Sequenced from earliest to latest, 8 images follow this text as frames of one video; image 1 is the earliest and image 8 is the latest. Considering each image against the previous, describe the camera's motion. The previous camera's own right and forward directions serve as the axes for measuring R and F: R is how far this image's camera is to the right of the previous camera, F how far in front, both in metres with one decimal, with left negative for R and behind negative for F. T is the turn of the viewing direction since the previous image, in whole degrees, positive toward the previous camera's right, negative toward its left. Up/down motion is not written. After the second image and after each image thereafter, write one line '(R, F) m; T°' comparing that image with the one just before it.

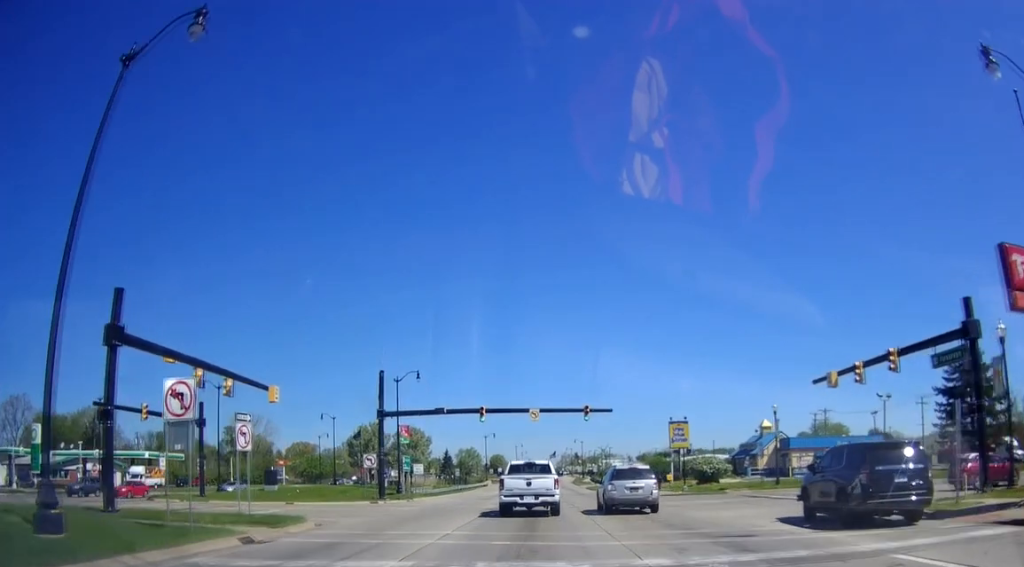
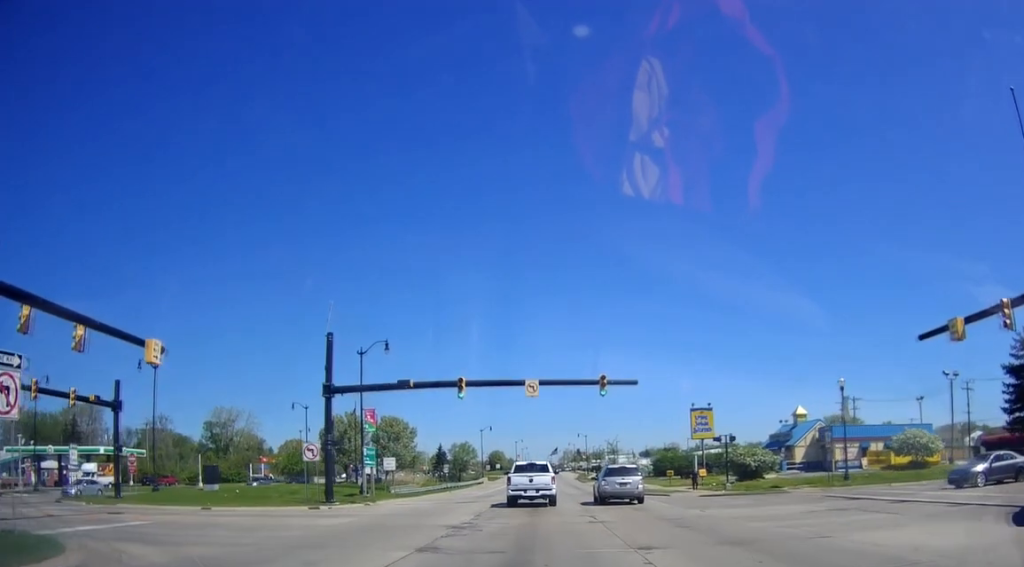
(+0.2, +12.5) m; +2°
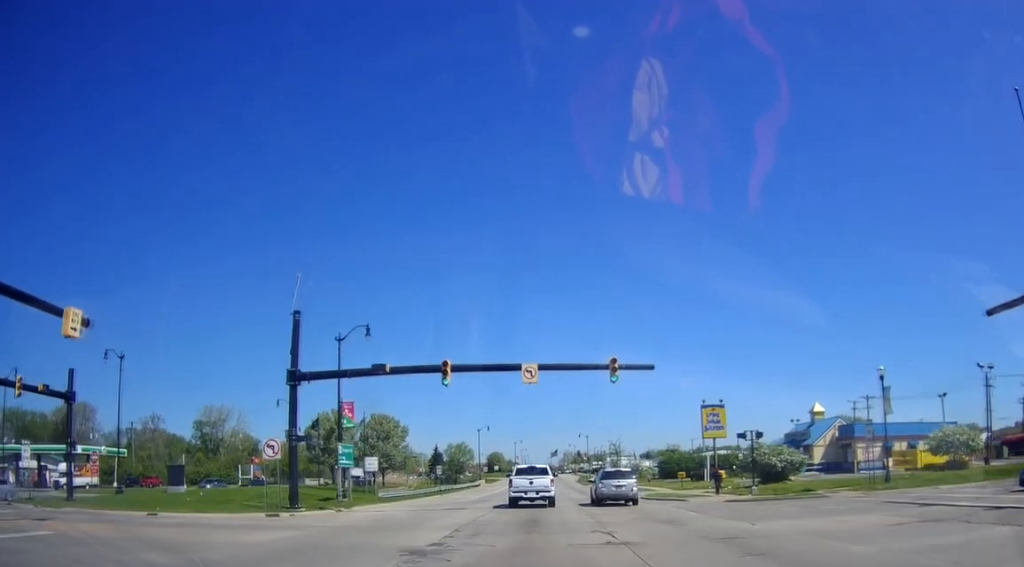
(+0.2, +5.1) m; +1°
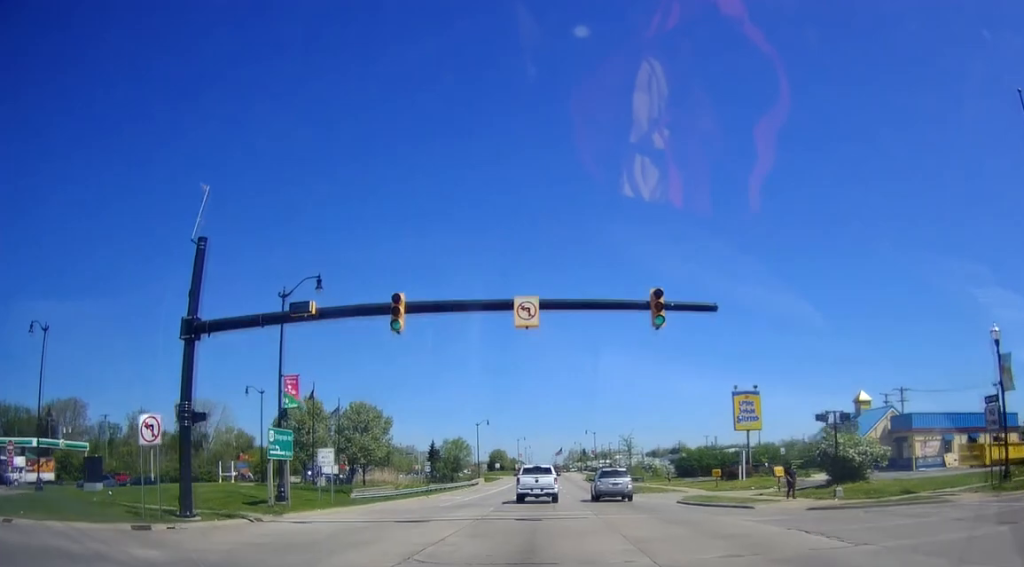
(+0.4, +10.6) m; +2°
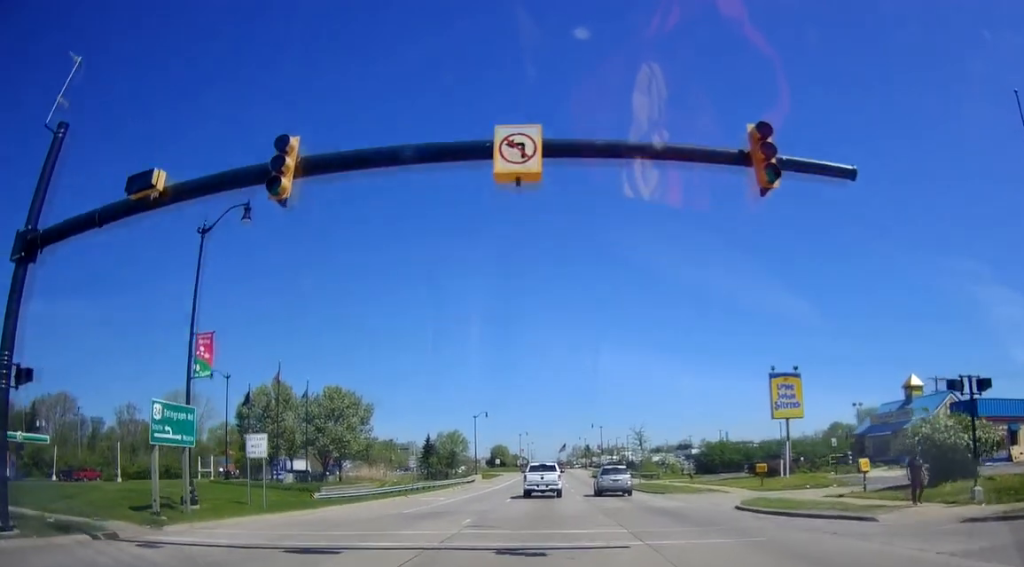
(-0.2, +9.3) m; 0°
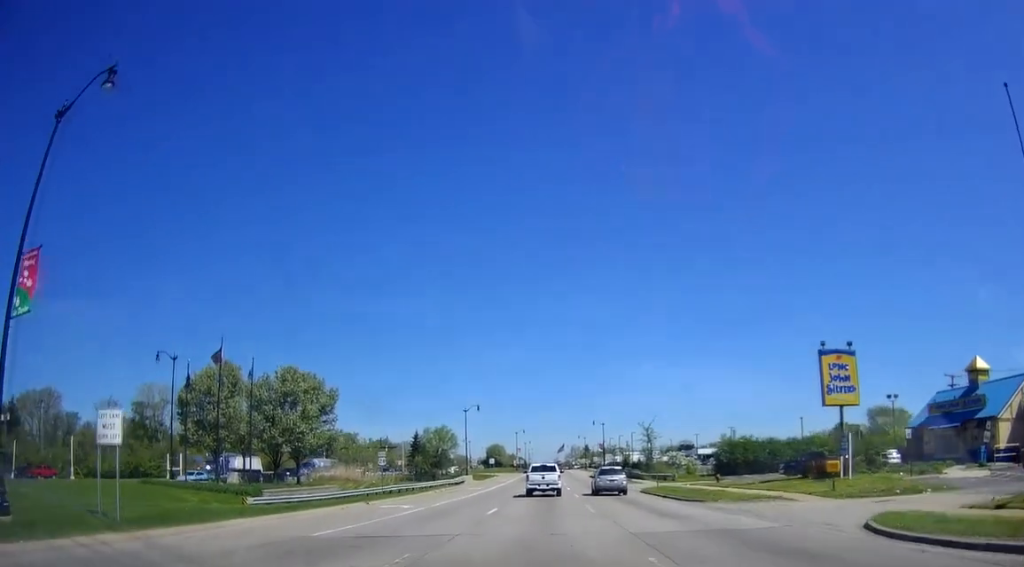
(+0.4, +10.0) m; -1°
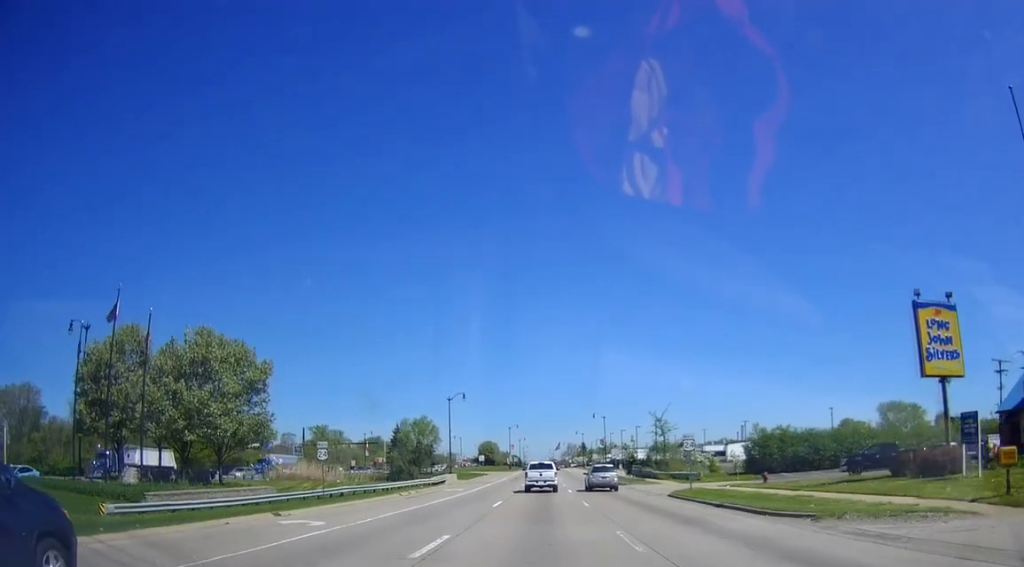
(-0.6, +12.5) m; 0°
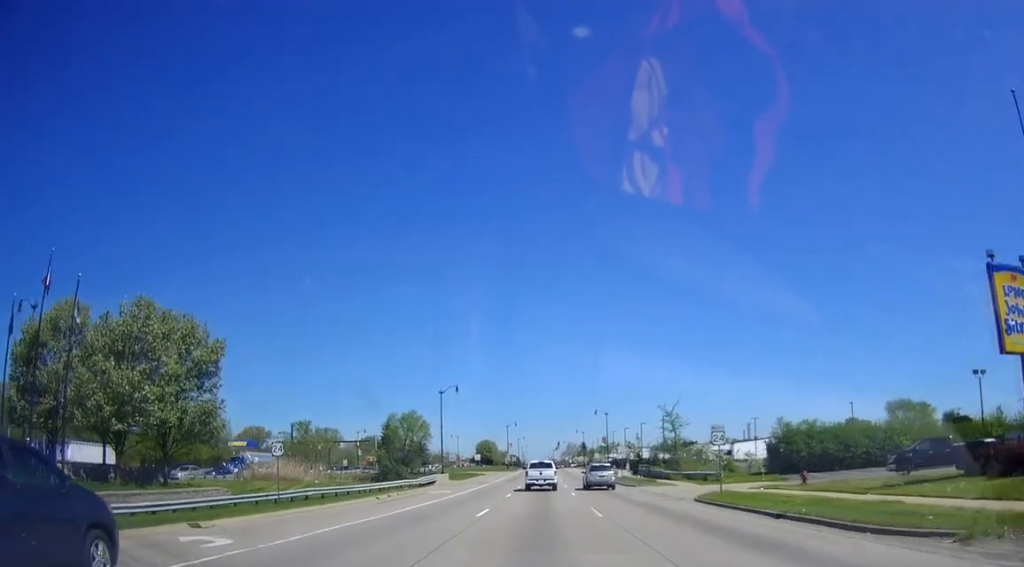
(+0.1, +6.4) m; +1°
